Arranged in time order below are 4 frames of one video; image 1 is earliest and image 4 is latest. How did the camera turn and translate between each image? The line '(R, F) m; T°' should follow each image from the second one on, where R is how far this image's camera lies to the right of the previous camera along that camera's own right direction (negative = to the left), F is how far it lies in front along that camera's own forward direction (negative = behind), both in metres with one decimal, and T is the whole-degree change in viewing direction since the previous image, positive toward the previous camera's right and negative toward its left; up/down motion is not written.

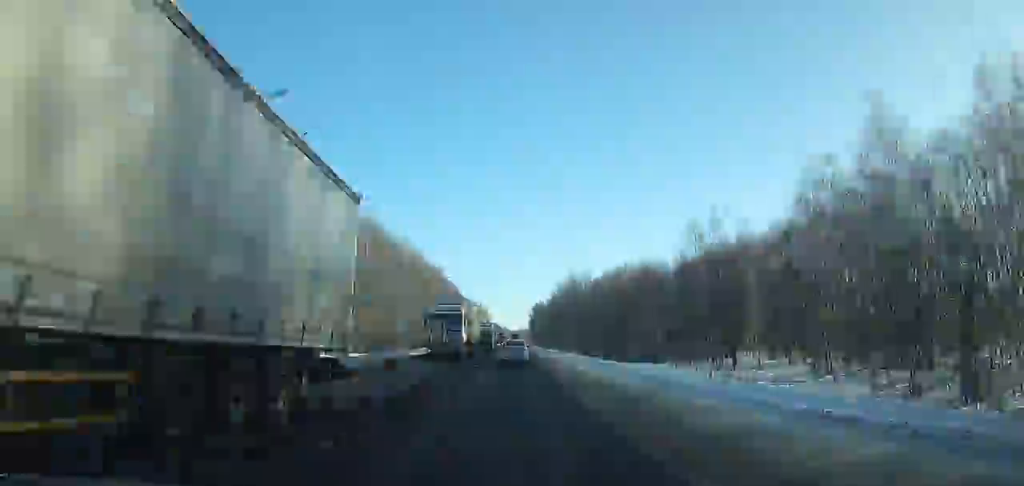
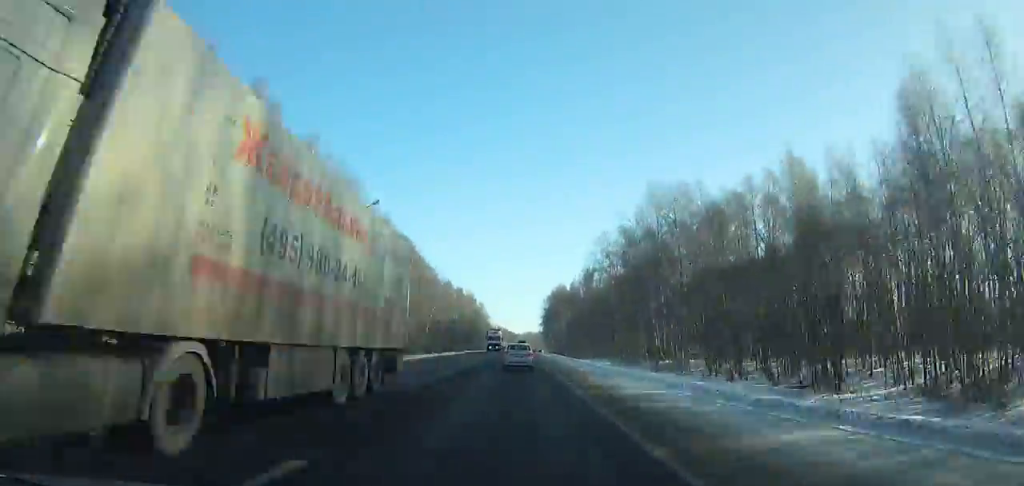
(-0.3, +107.2) m; 0°
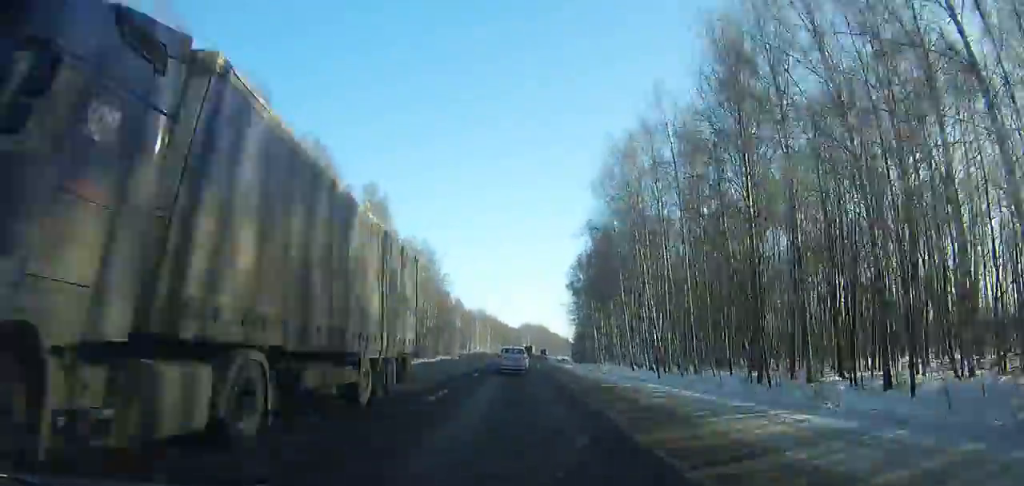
(+0.9, +170.0) m; +1°
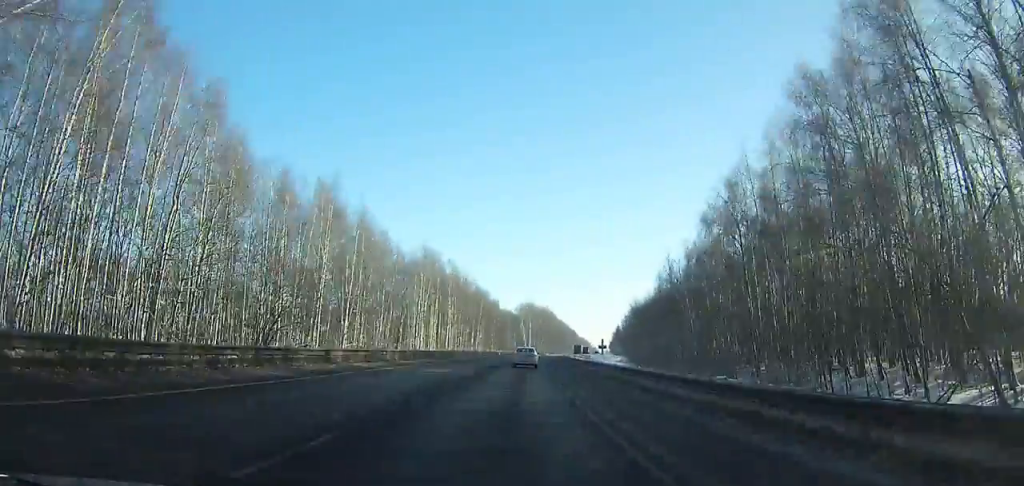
(+1.8, +129.3) m; +3°
